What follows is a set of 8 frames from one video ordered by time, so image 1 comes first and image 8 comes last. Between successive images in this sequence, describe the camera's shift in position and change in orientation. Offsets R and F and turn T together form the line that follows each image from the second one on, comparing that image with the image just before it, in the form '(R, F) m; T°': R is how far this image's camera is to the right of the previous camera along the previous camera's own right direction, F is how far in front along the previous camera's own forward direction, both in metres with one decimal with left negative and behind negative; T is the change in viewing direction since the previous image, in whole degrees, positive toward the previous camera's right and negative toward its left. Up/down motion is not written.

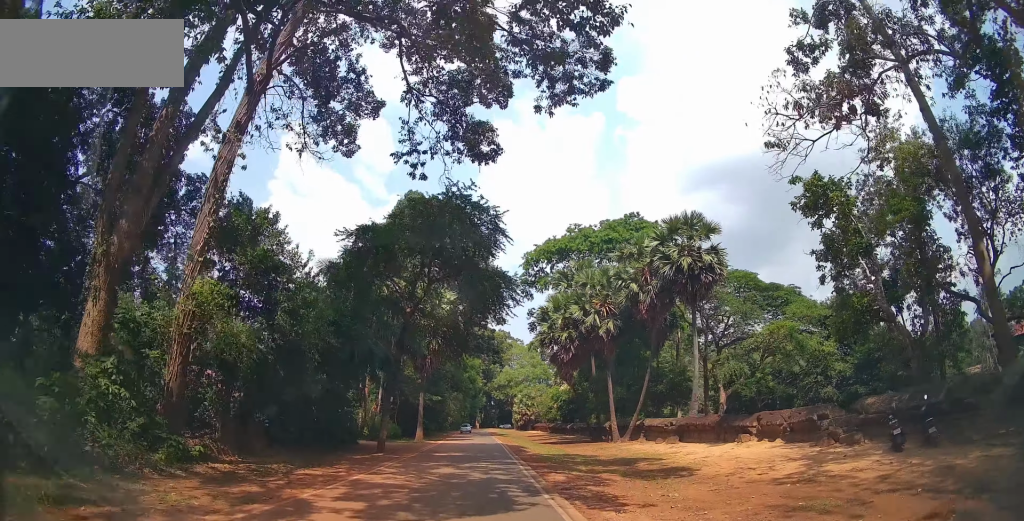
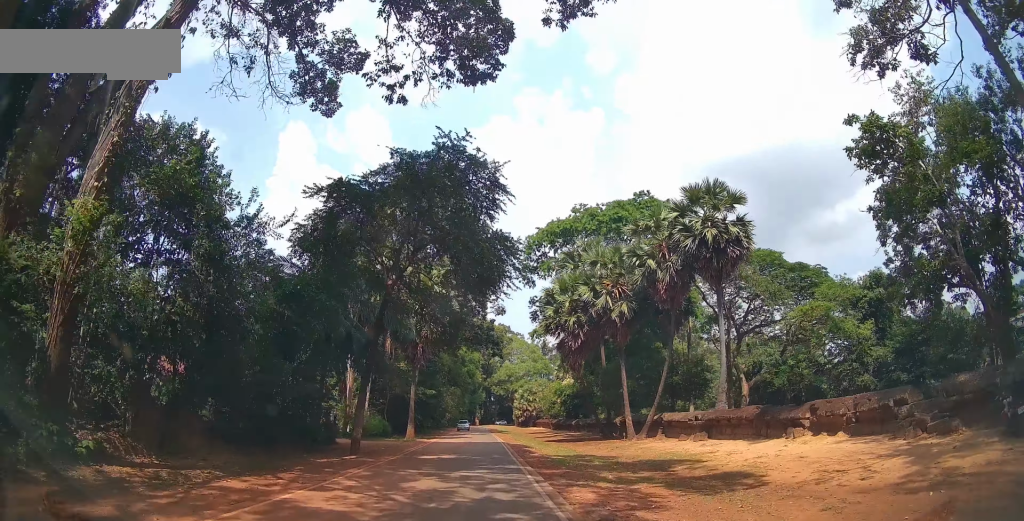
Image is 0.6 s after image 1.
(0.0, +4.6) m; 0°
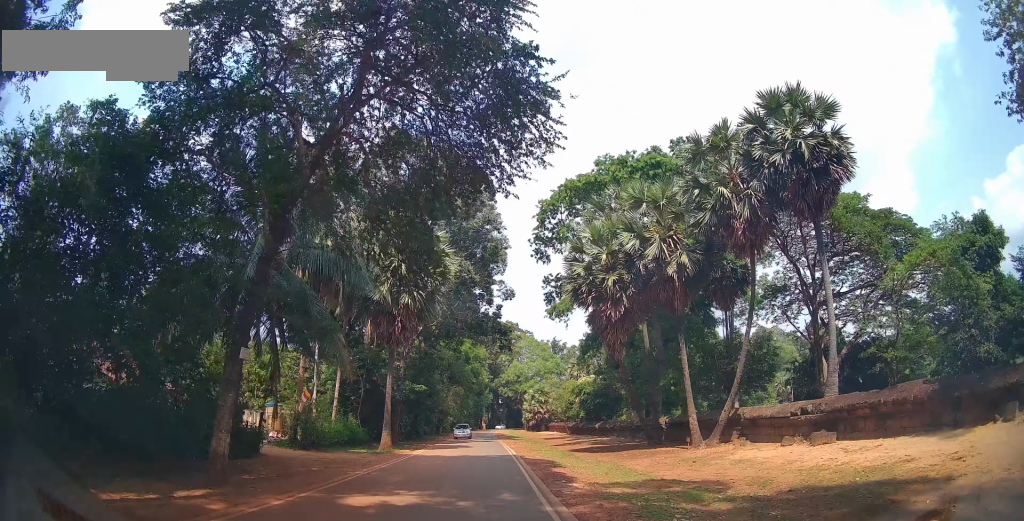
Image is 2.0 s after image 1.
(-0.1, +12.4) m; -1°
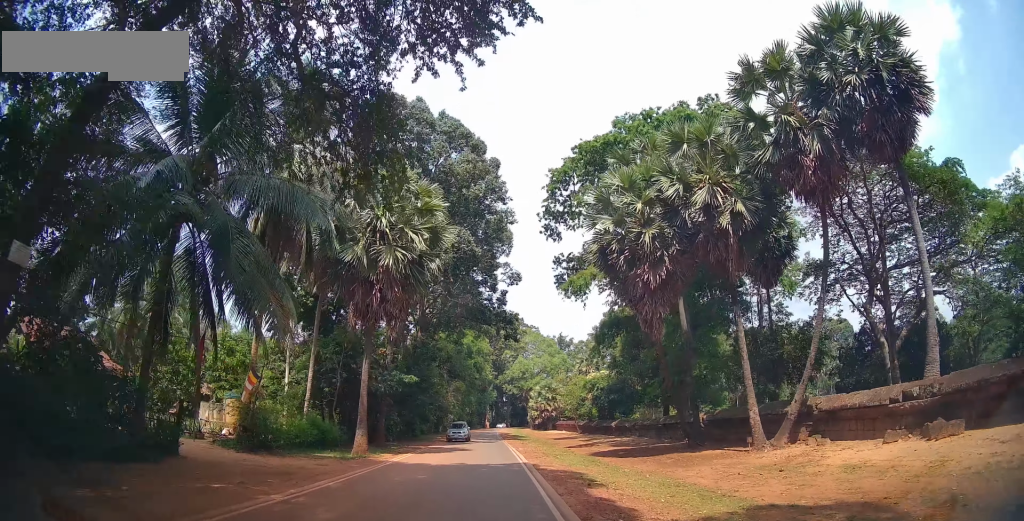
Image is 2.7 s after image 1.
(0.0, +5.9) m; -1°
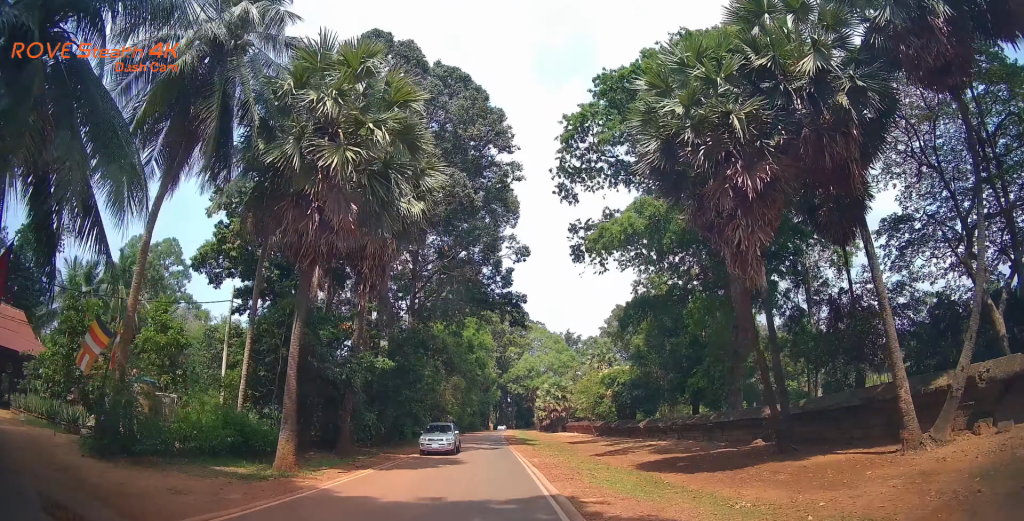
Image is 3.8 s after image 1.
(-0.1, +7.8) m; -2°
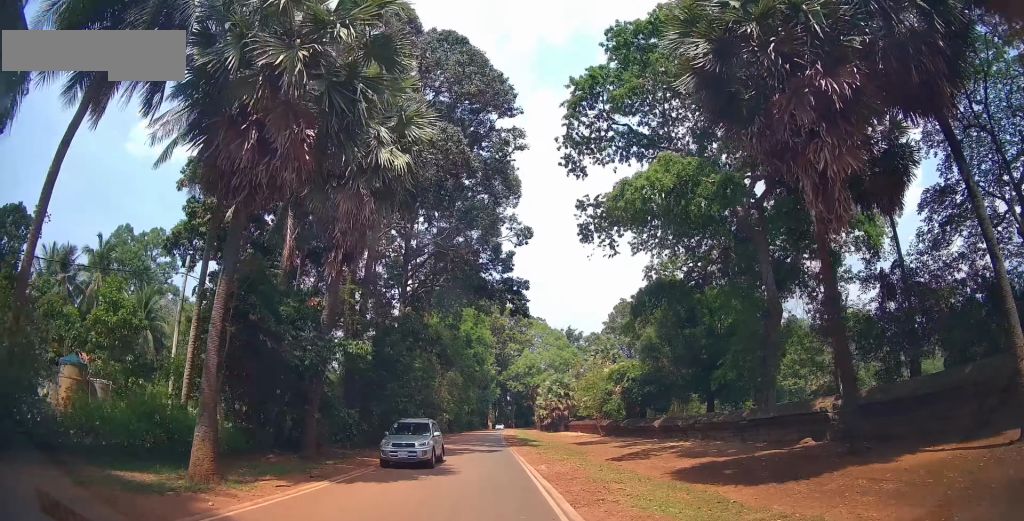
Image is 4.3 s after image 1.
(-0.2, +3.7) m; +1°
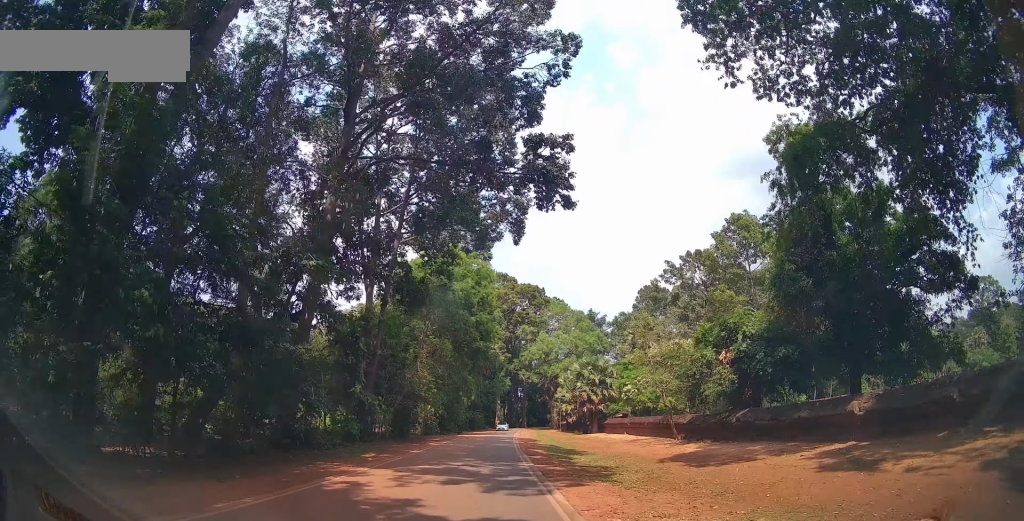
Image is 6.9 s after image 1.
(+0.4, +16.4) m; 0°
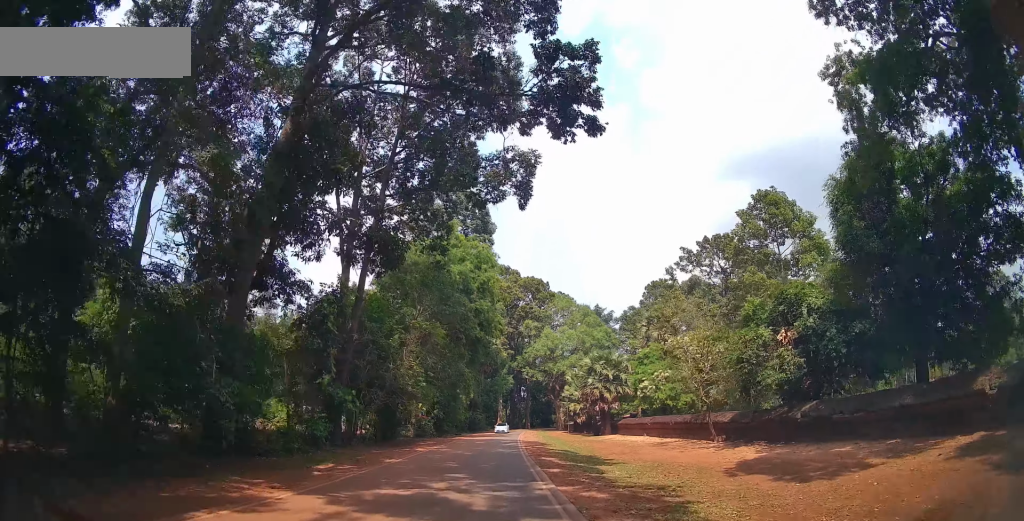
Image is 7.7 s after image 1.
(0.0, +5.3) m; +1°
